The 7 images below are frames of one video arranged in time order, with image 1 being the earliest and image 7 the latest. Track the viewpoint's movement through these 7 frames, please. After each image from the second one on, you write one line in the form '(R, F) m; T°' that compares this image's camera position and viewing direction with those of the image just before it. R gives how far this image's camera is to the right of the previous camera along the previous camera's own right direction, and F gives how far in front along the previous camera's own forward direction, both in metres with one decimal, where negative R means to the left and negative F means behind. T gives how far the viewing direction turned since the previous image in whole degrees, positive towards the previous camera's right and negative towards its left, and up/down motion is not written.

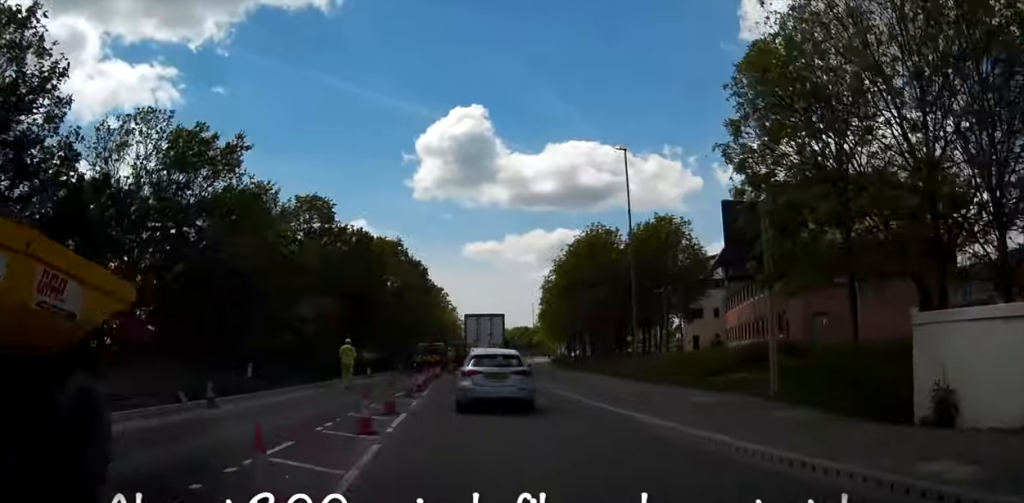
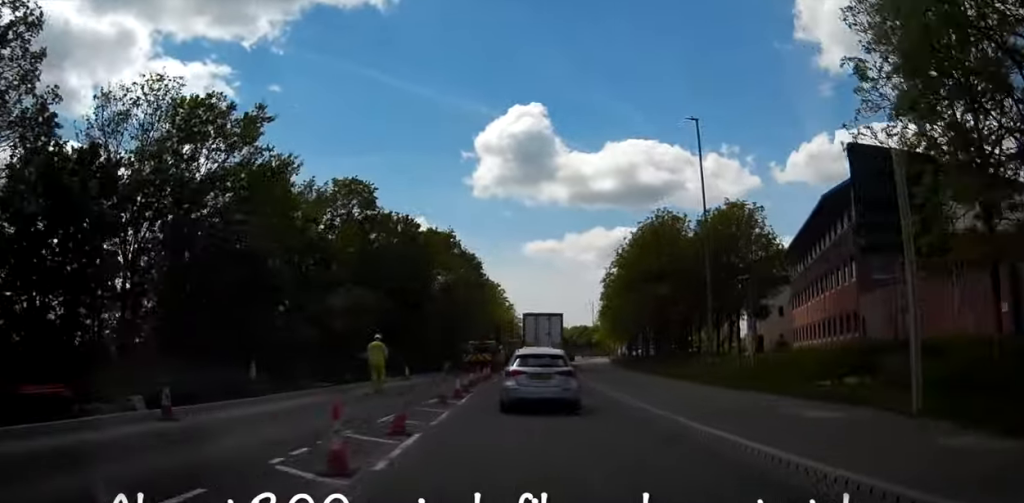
(-0.2, +4.6) m; -3°
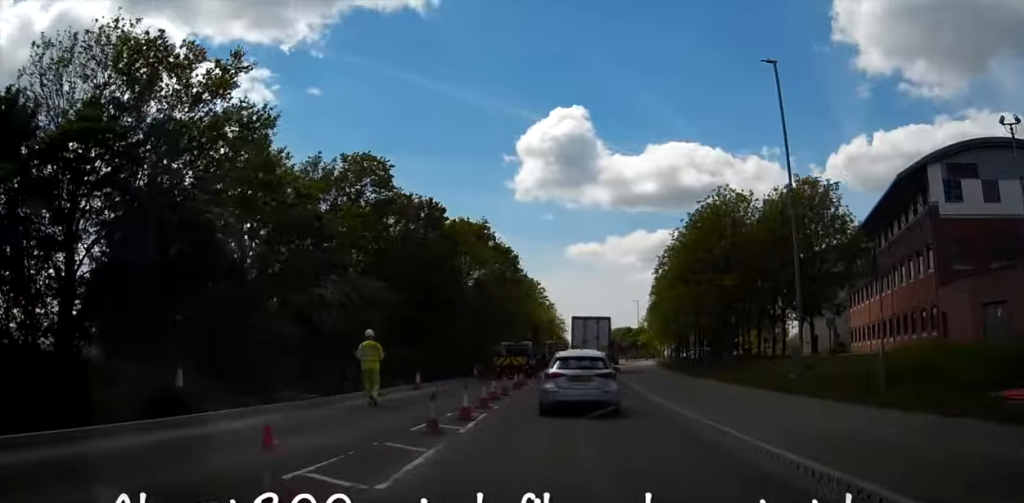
(-0.2, +6.8) m; -1°
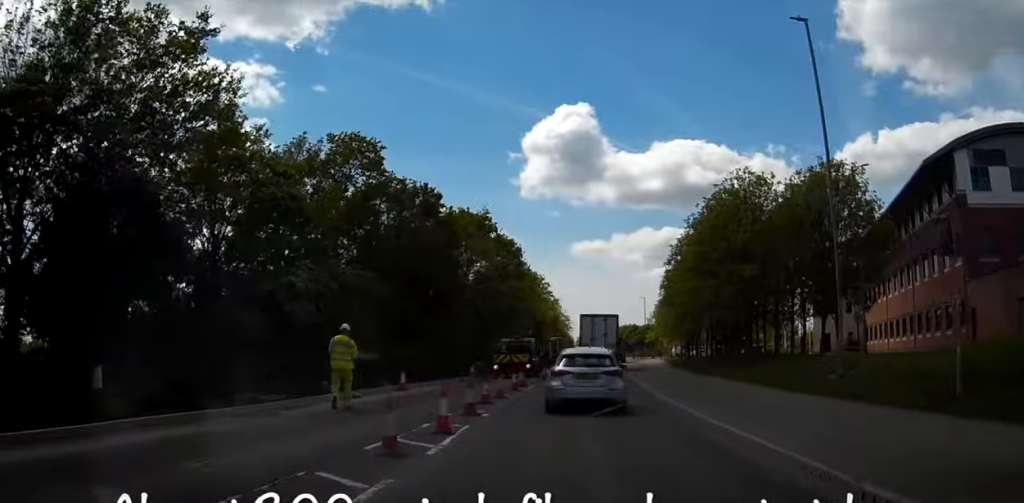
(0.0, +3.6) m; 0°
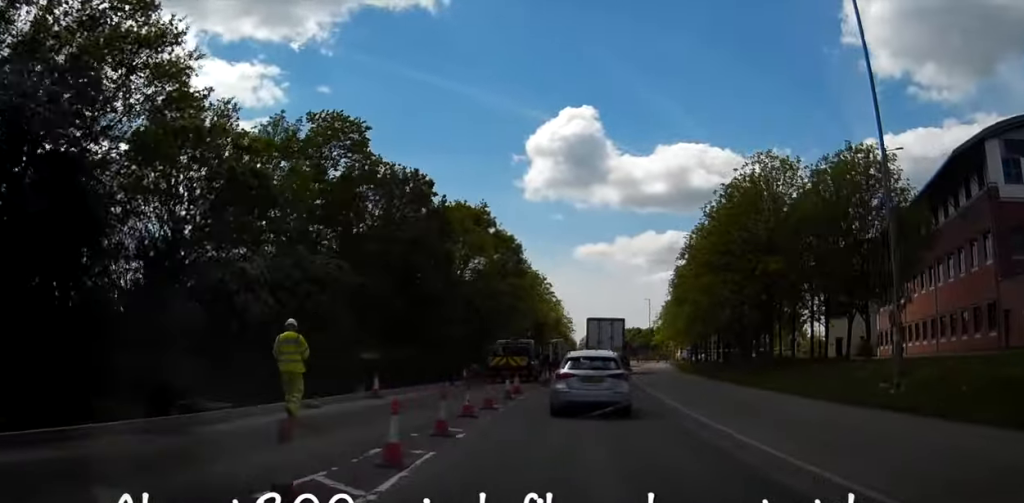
(0.0, +3.6) m; 0°
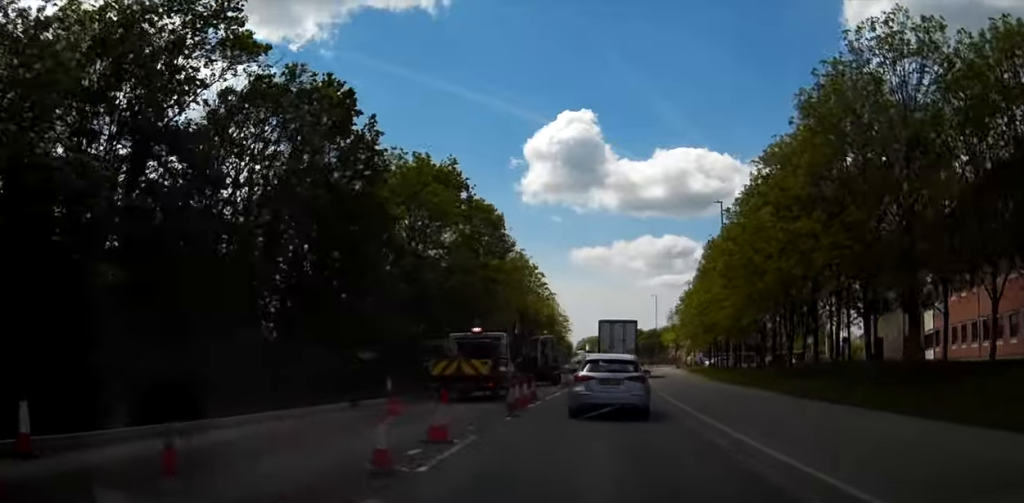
(0.0, +13.9) m; -1°
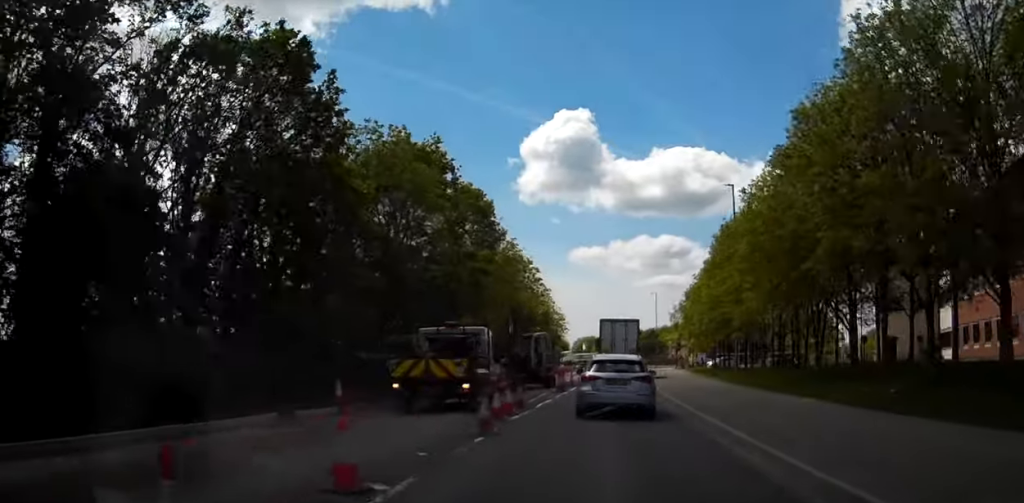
(-0.1, +4.1) m; 0°
